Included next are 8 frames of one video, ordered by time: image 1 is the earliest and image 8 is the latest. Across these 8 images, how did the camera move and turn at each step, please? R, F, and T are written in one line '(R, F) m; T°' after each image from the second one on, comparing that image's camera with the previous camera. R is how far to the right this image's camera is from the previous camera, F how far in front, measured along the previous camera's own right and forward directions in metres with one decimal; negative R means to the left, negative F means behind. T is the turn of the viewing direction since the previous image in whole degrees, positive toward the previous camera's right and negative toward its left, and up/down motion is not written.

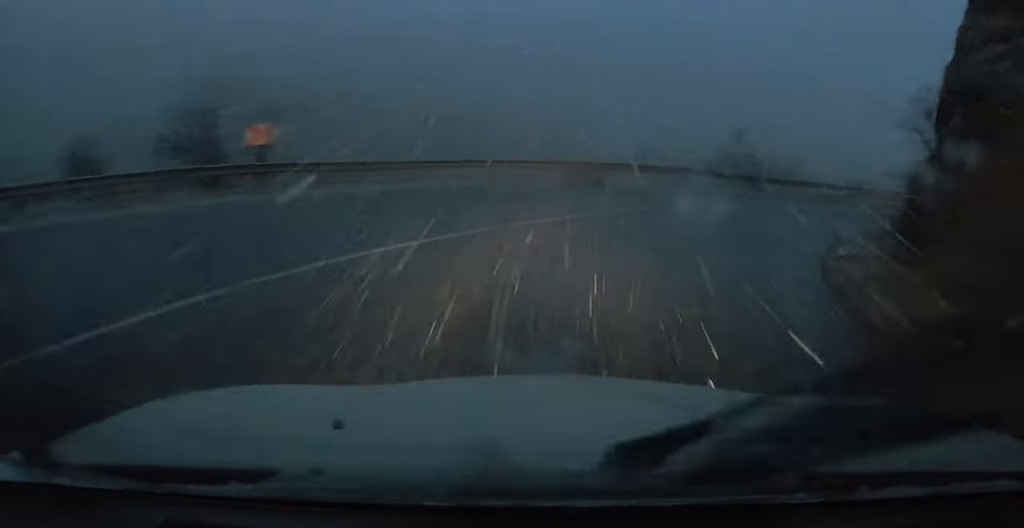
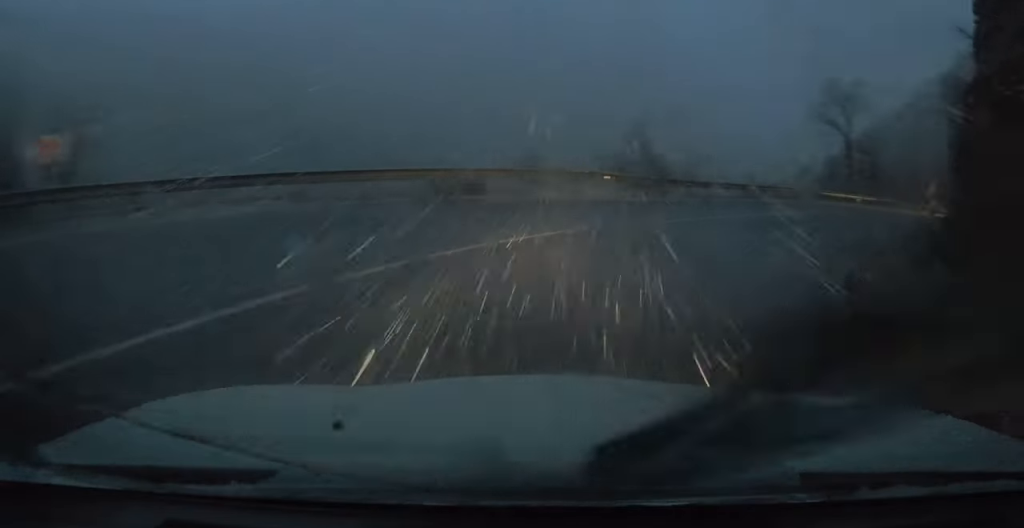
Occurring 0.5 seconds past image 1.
(+0.7, +4.6) m; +10°
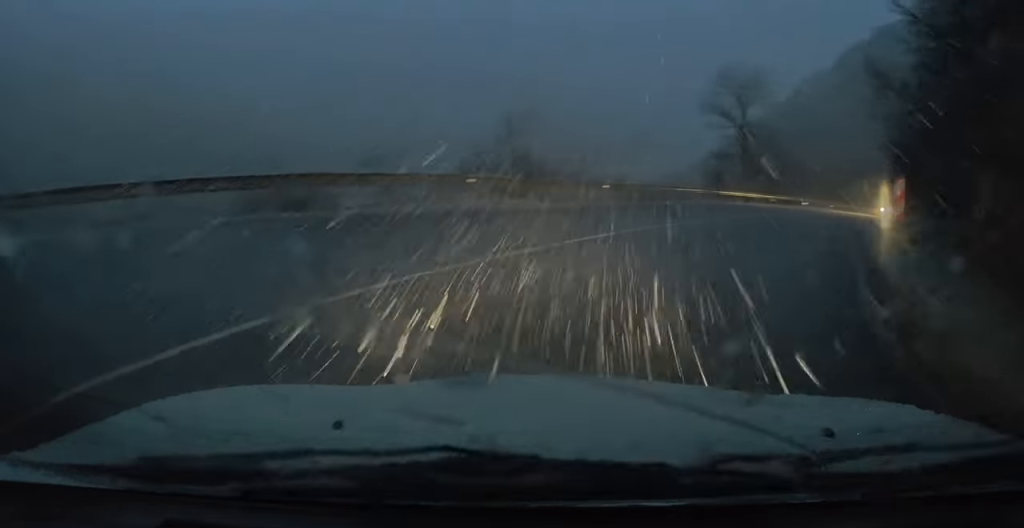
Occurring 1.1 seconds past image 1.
(+0.3, +4.9) m; +10°
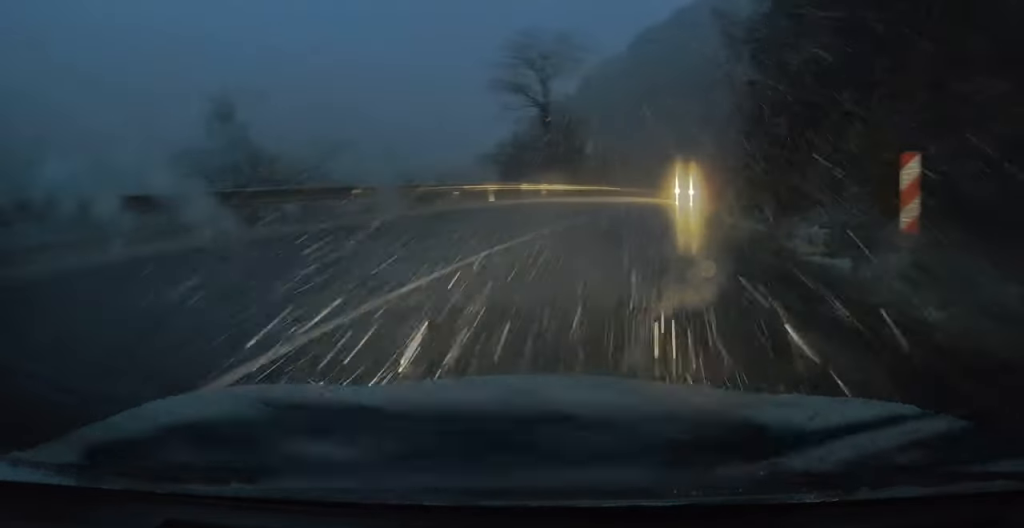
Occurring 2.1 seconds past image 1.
(+1.2, +8.6) m; +12°
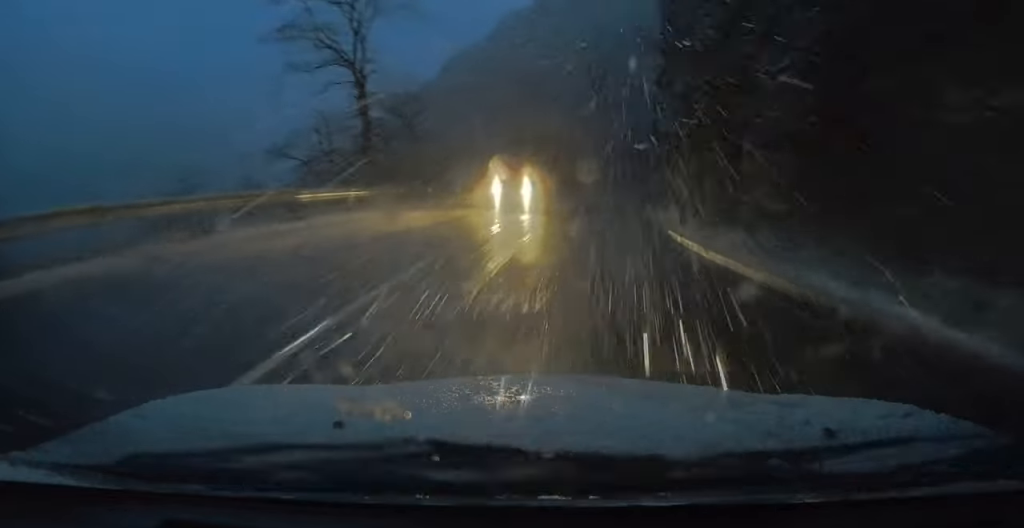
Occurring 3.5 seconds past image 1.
(+1.4, +14.0) m; +8°
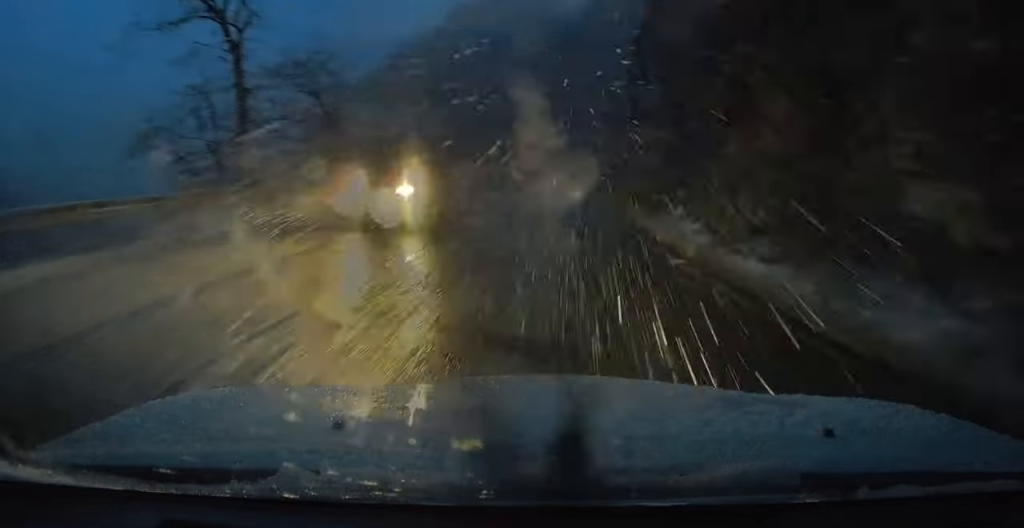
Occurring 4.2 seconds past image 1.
(+0.2, +6.8) m; +1°
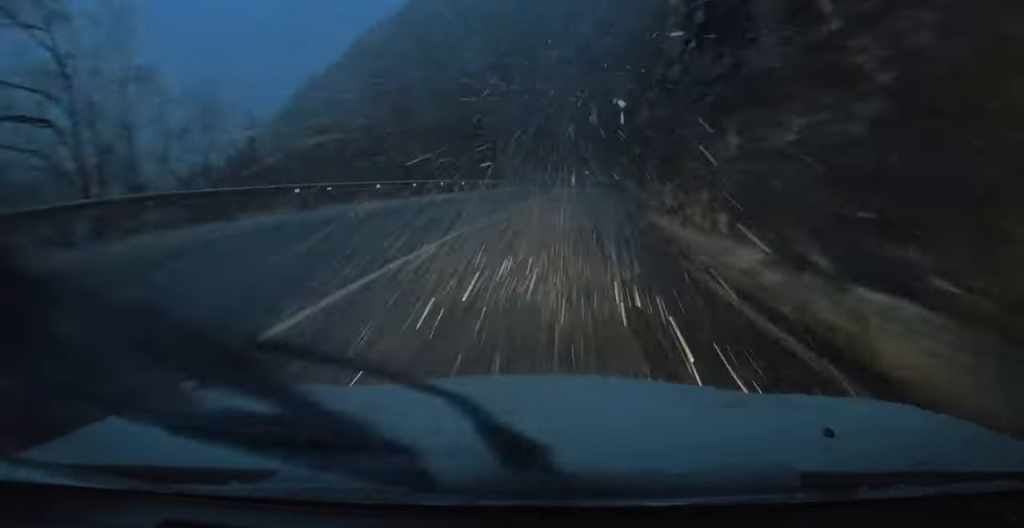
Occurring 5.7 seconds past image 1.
(0.0, +14.5) m; +1°
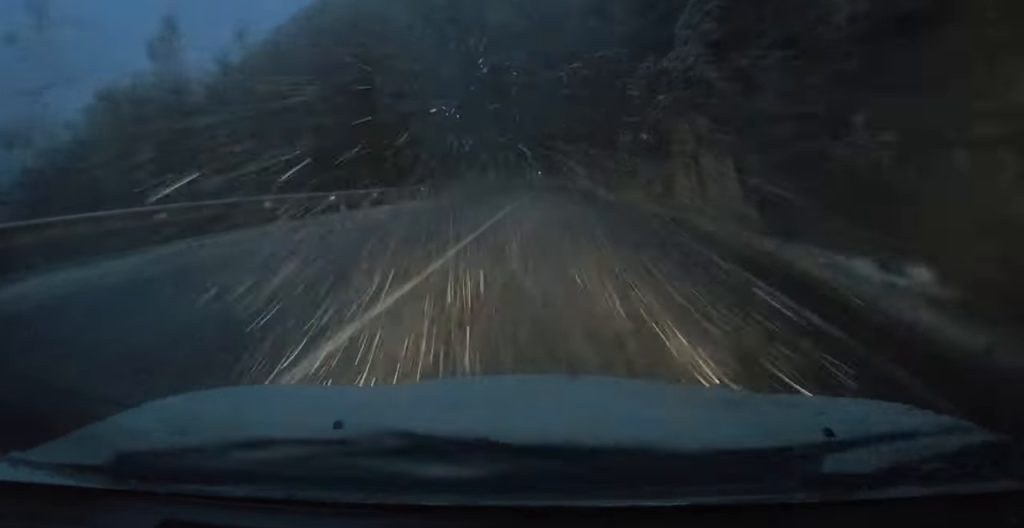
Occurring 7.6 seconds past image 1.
(+0.8, +19.4) m; +4°
